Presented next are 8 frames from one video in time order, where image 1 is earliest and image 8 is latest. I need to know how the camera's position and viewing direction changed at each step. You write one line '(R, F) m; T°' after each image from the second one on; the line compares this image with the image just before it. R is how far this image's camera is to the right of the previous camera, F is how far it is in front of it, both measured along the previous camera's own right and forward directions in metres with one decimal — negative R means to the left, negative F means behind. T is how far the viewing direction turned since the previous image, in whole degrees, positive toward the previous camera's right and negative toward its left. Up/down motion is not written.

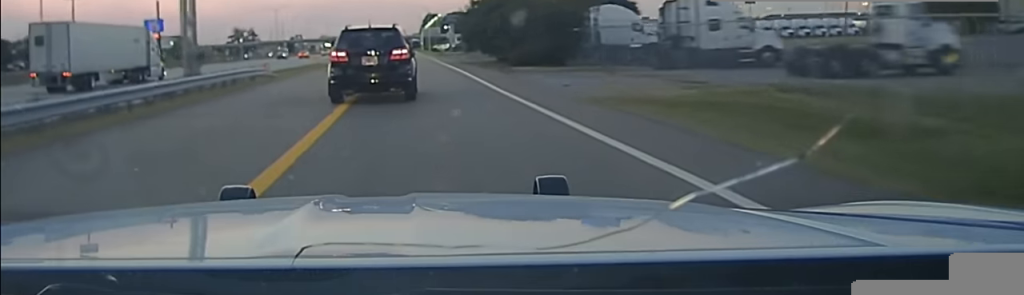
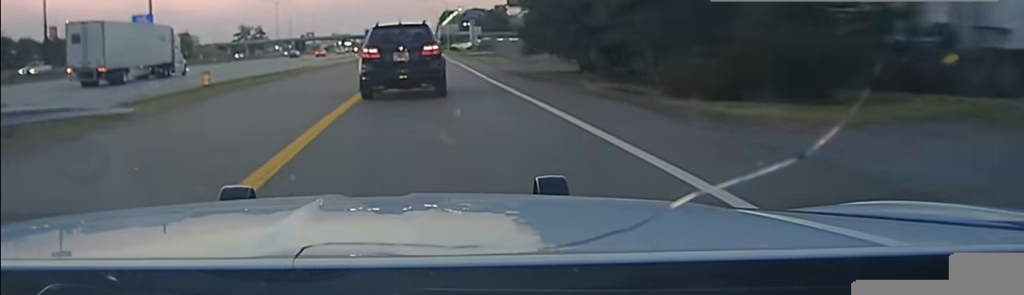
(0.0, +23.8) m; -1°
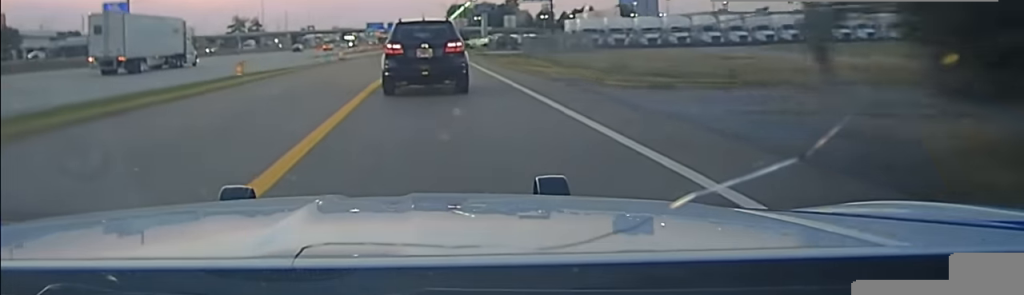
(-0.3, +26.2) m; -1°
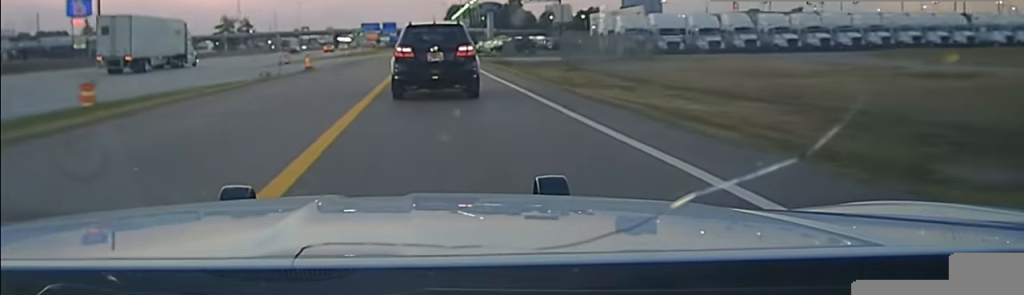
(0.0, +19.1) m; 0°
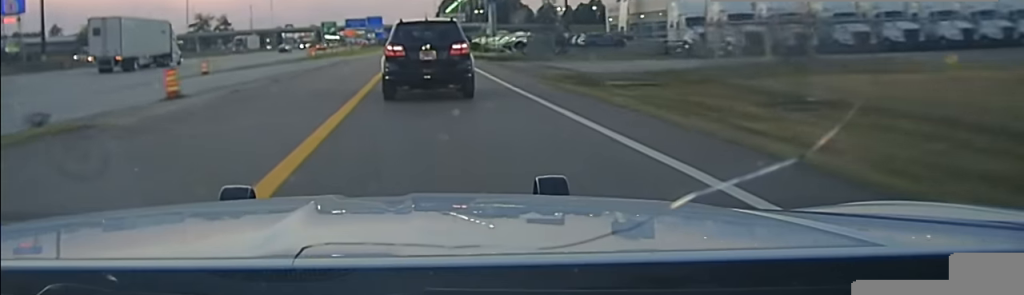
(+0.1, +26.6) m; 0°
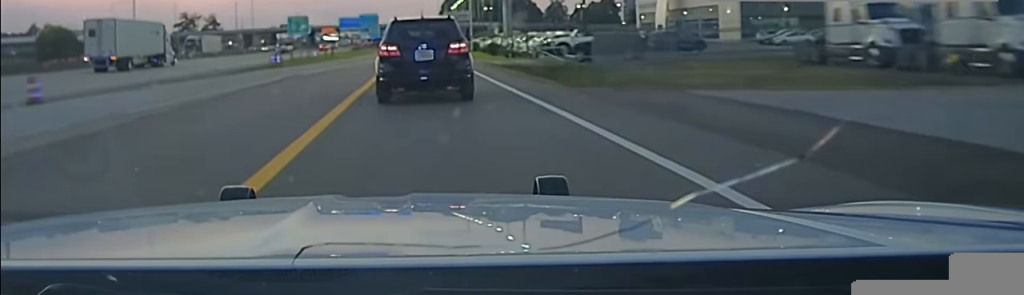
(0.0, +26.9) m; 0°
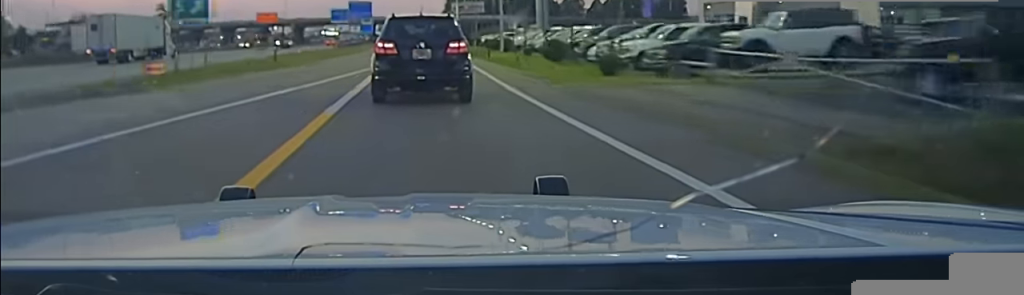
(0.0, +36.9) m; 0°
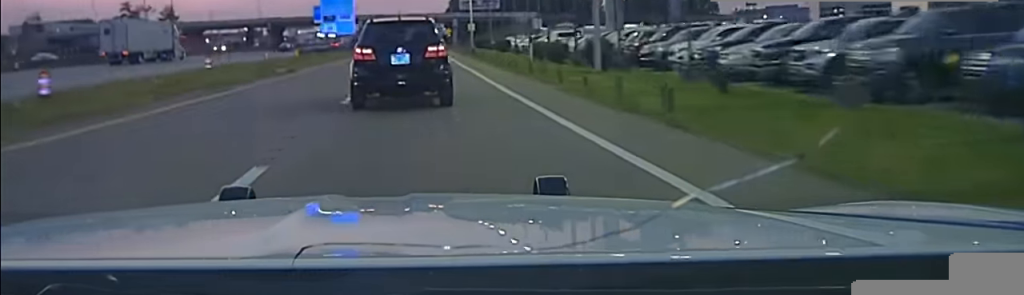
(-0.1, +39.0) m; 0°
